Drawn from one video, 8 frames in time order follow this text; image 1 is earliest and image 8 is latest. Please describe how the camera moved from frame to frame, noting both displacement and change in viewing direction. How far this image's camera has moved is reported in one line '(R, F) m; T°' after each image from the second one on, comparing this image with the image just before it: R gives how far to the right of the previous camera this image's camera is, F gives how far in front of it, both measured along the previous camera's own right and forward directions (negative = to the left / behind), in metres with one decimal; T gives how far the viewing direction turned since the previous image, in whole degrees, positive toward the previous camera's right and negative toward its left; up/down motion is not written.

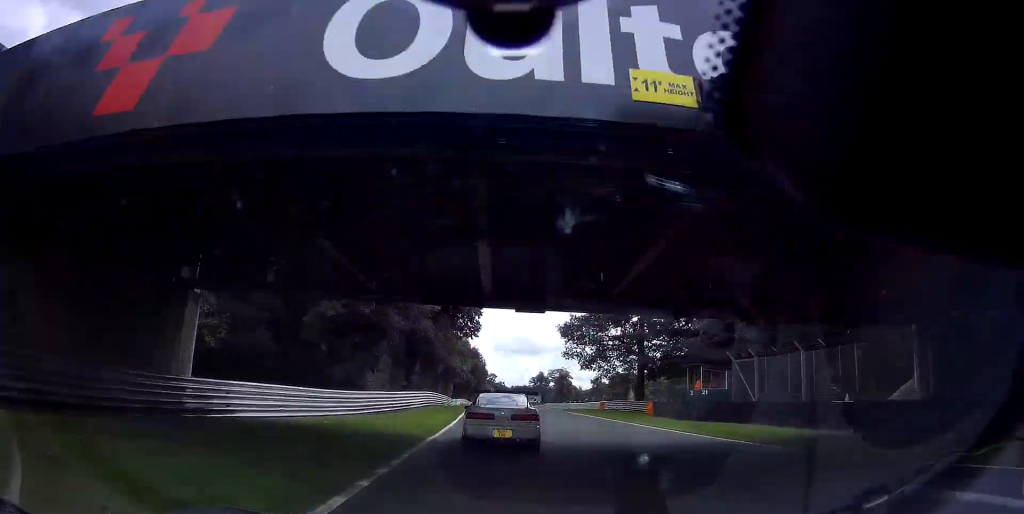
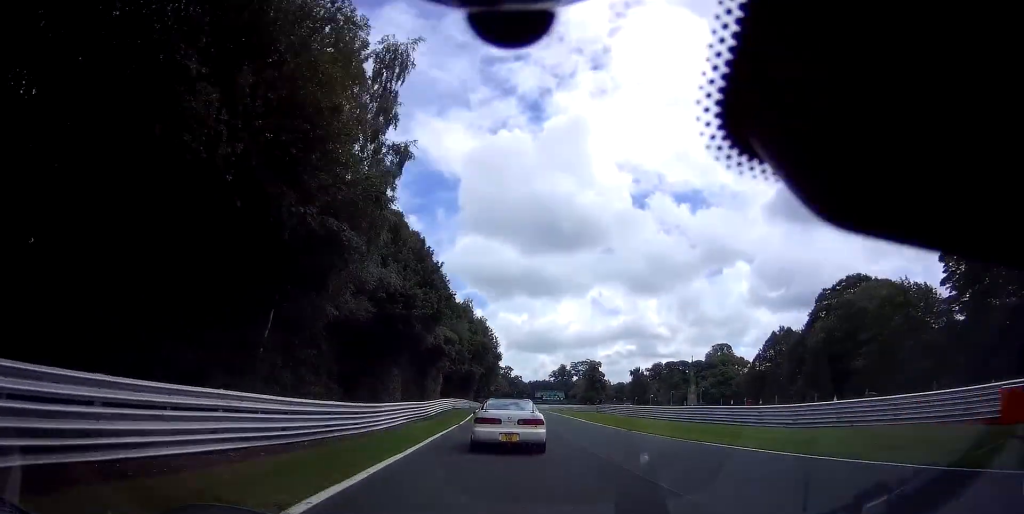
(-1.0, +50.6) m; -3°
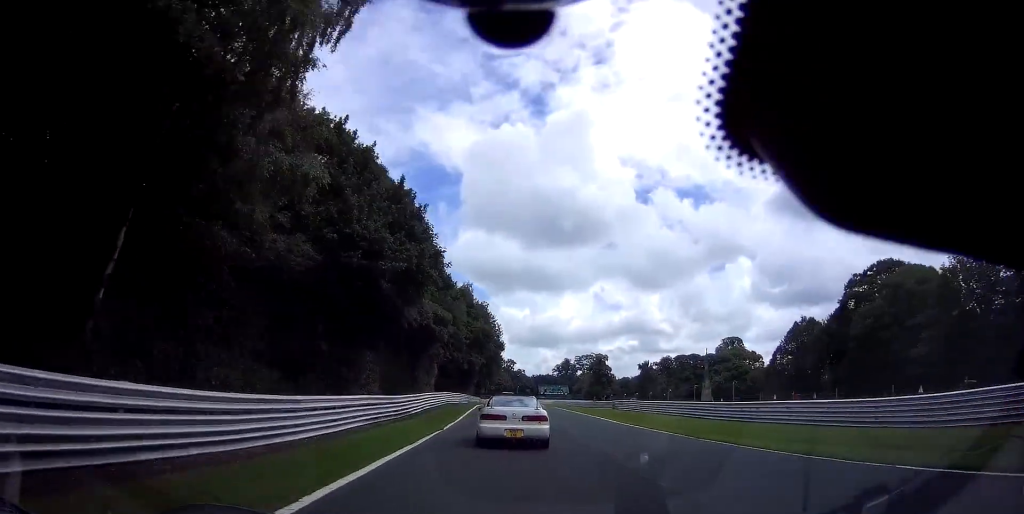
(0.0, +9.2) m; 0°
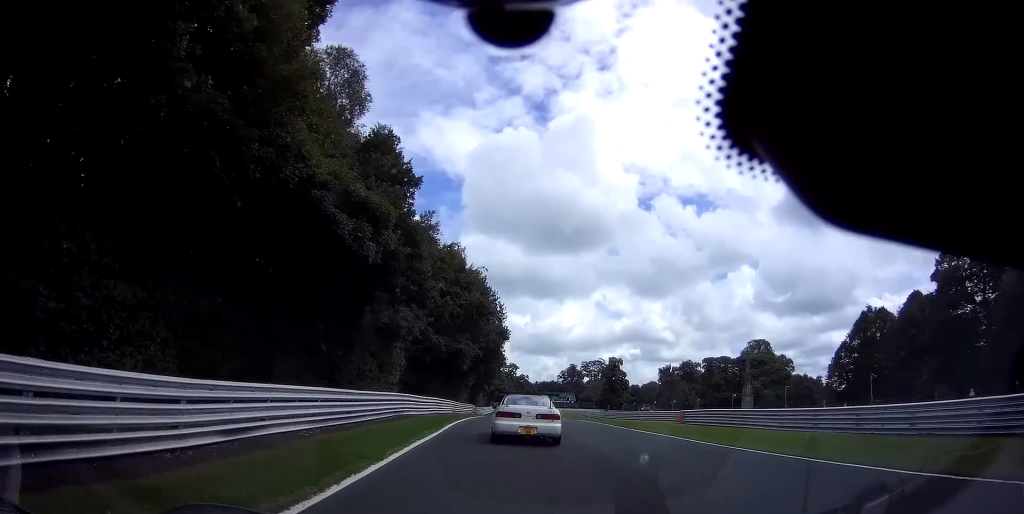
(+0.2, +23.9) m; +1°
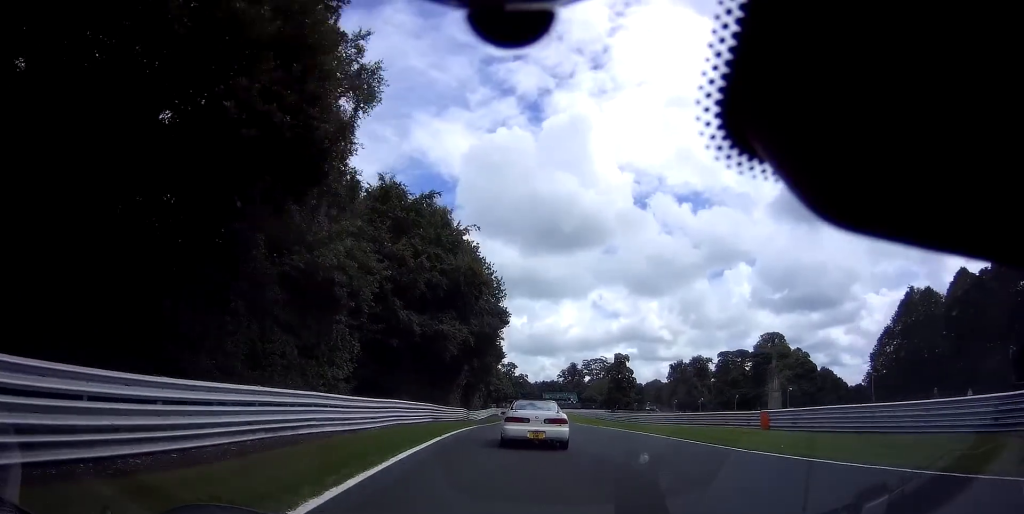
(+0.1, +13.3) m; +1°
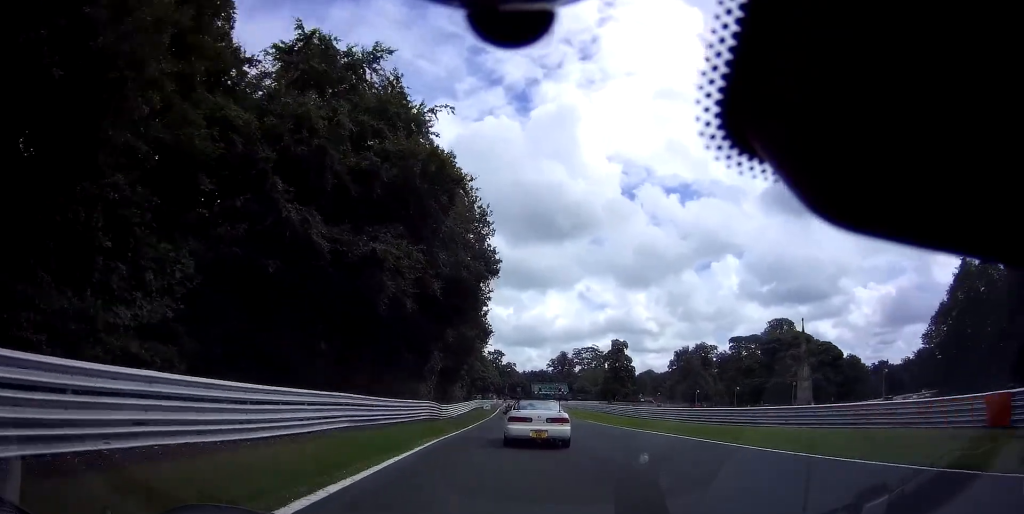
(0.0, +16.0) m; +1°
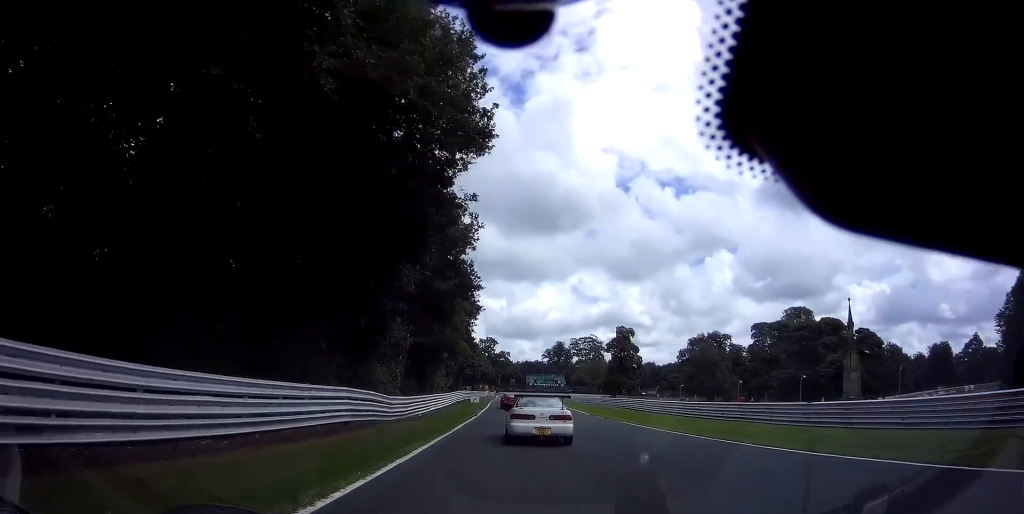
(+0.3, +15.9) m; +1°
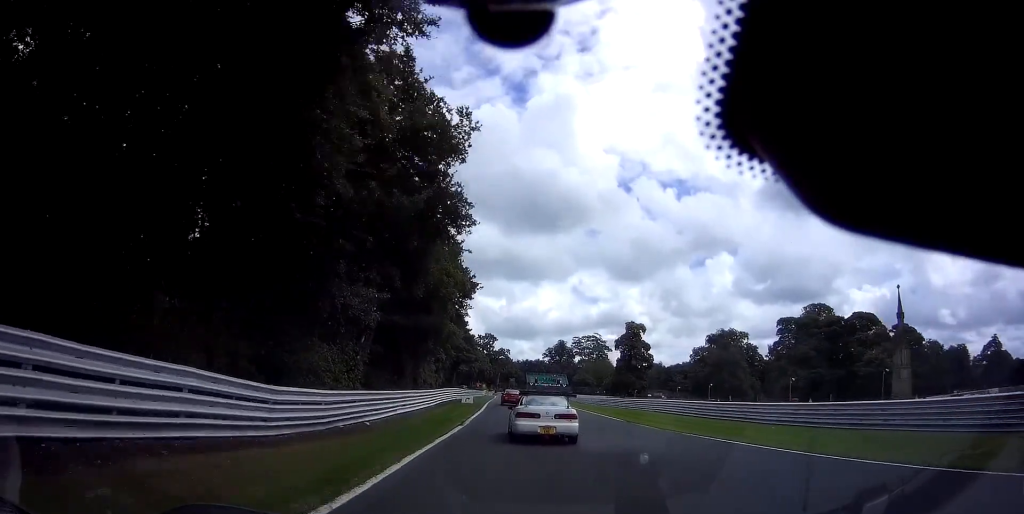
(+0.1, +11.8) m; 0°
